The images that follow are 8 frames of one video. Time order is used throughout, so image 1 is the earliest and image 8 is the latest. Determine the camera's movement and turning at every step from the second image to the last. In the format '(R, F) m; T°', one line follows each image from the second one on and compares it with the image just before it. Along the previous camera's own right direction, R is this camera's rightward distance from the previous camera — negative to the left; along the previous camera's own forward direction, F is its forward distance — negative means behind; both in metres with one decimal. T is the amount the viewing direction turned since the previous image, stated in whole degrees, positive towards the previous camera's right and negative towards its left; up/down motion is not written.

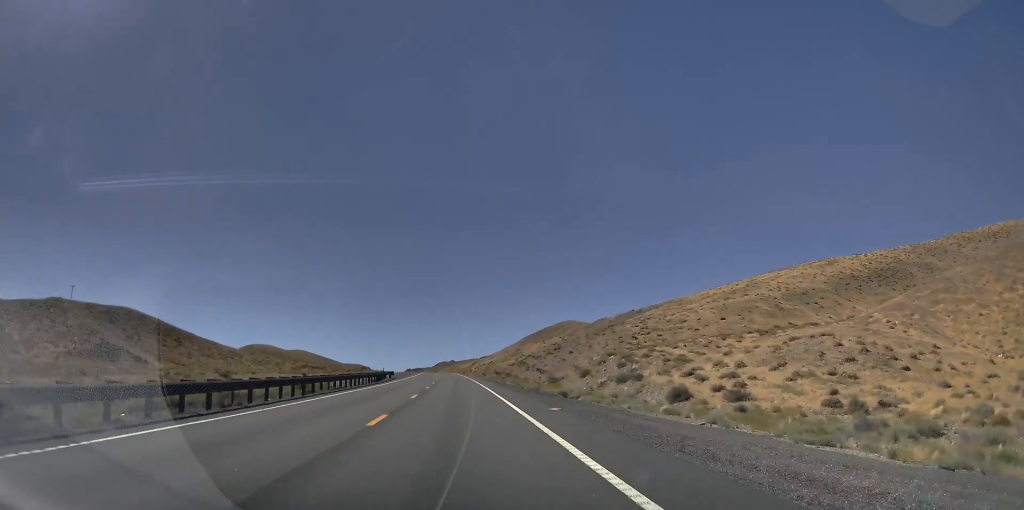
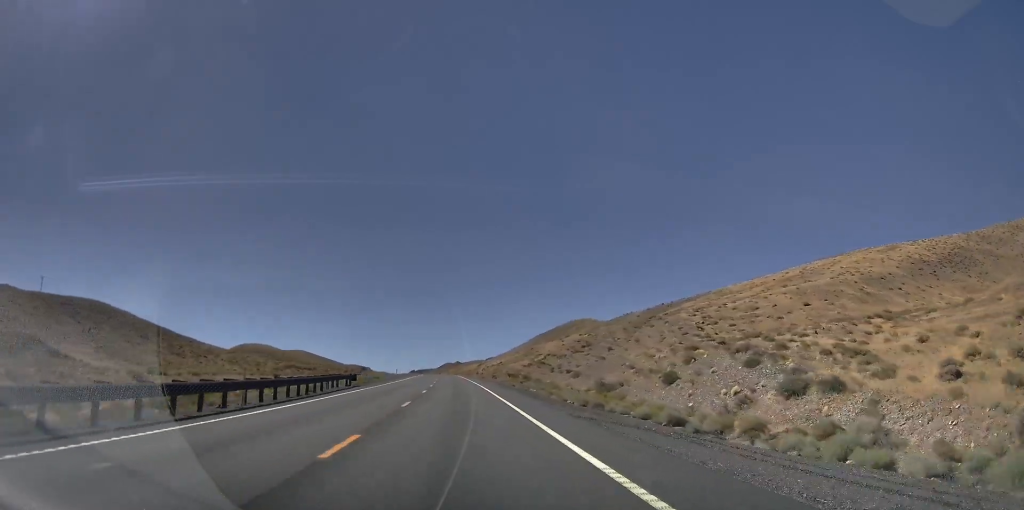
(-1.0, +29.8) m; -1°
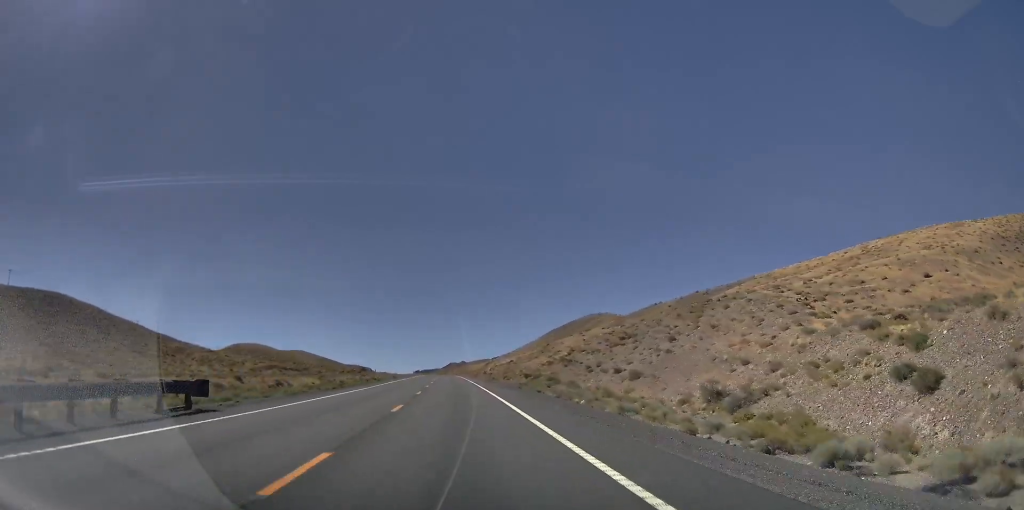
(0.0, +27.1) m; +1°
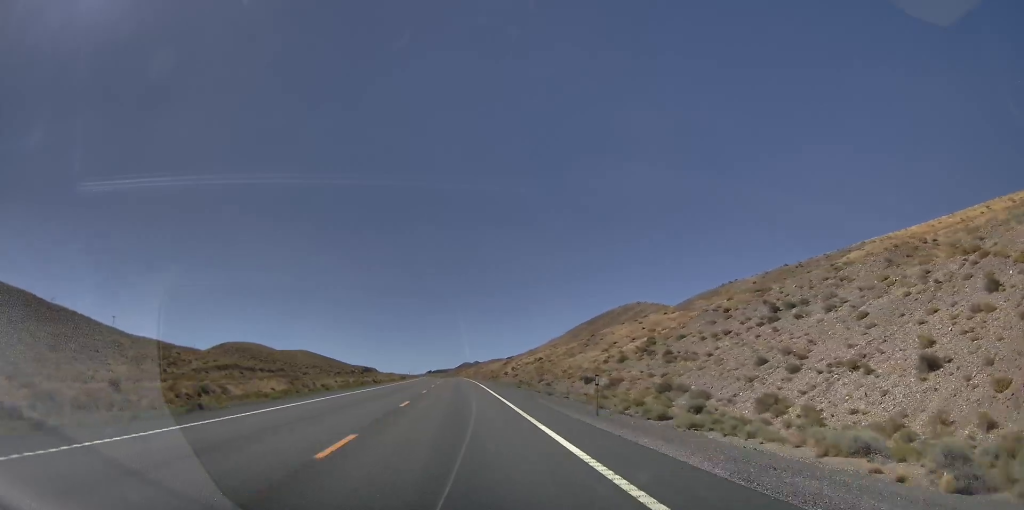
(+1.3, +46.3) m; +4°
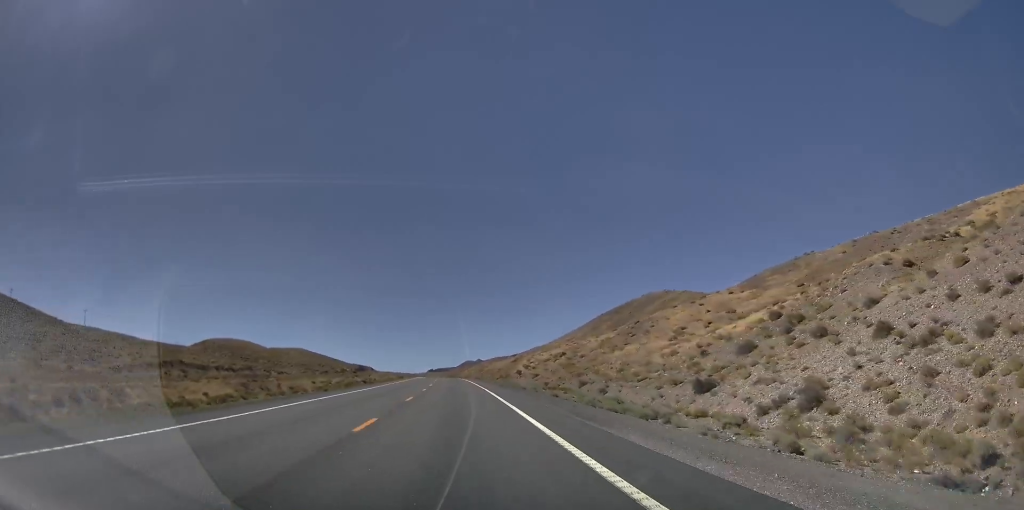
(+0.7, +34.1) m; 0°
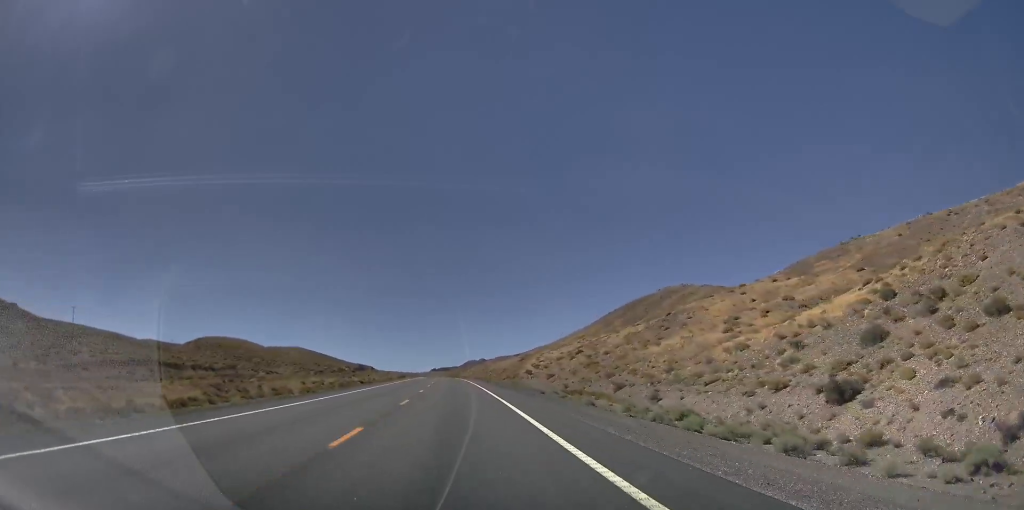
(-0.3, +14.6) m; 0°
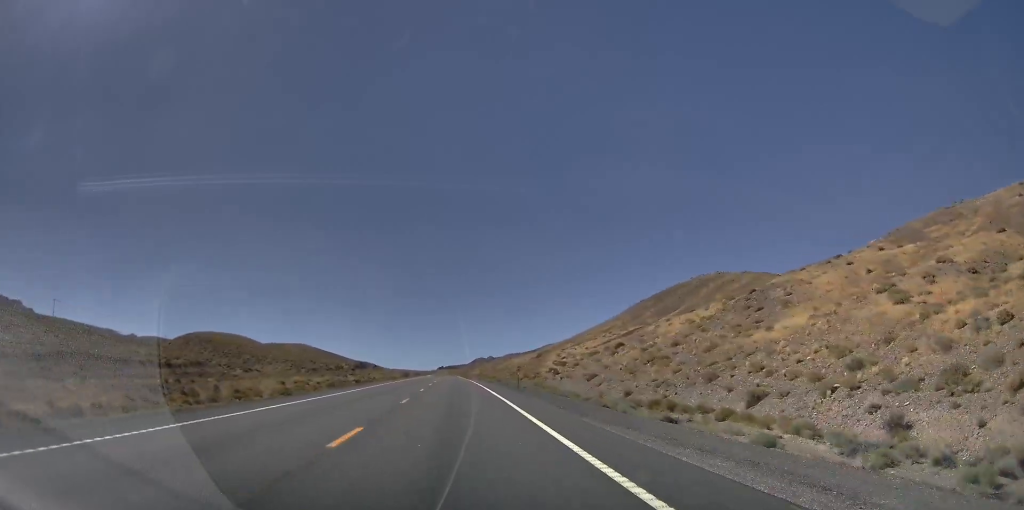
(-0.3, +24.7) m; 0°
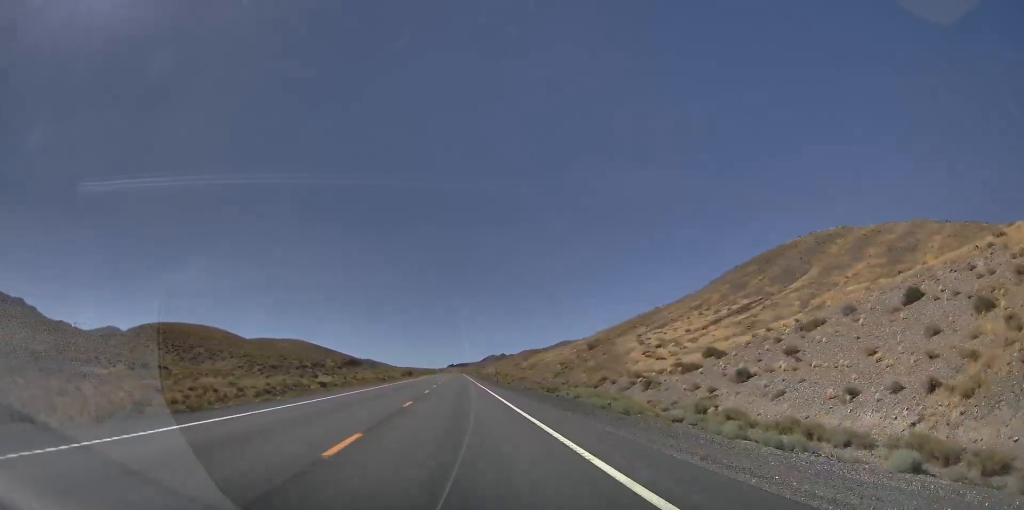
(+1.7, +61.5) m; +3°
